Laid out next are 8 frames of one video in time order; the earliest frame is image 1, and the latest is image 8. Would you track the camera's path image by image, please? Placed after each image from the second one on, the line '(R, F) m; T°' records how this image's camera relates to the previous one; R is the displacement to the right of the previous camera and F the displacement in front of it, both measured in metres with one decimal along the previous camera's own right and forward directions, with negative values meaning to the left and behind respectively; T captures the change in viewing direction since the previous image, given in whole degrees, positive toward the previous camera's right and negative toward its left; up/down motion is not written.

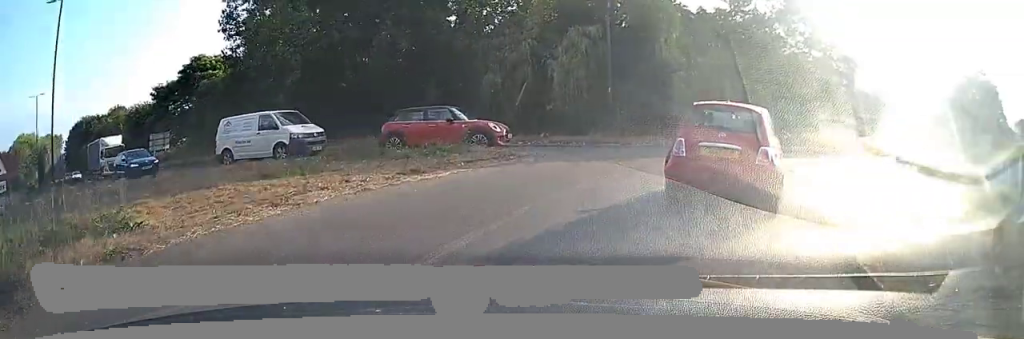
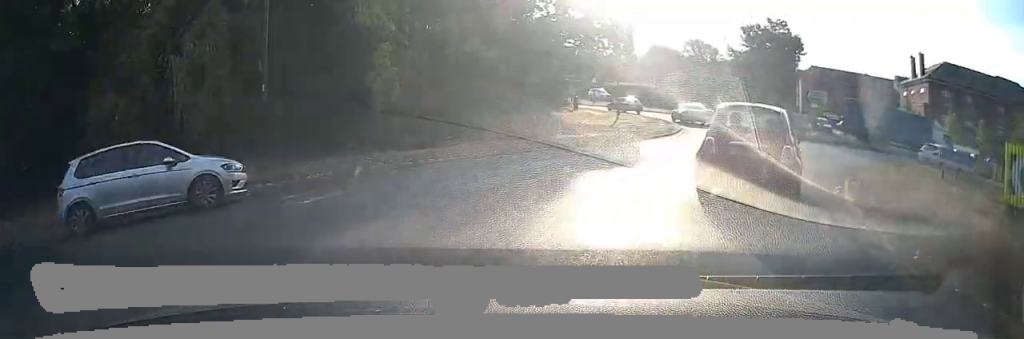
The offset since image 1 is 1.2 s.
(+3.3, +9.1) m; +29°
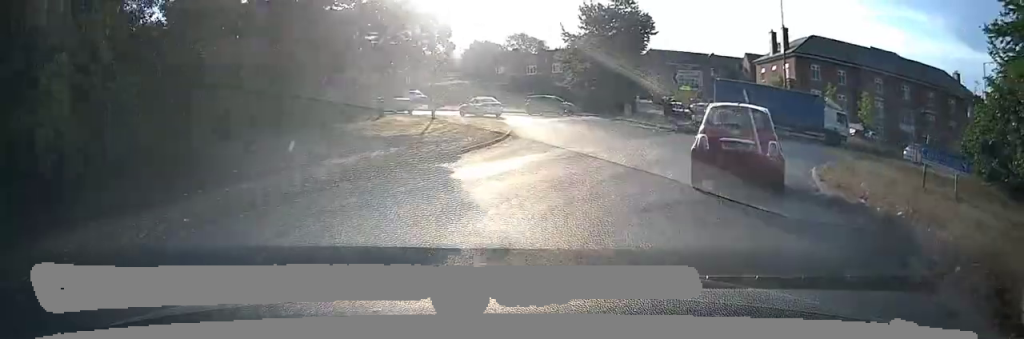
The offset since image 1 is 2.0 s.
(+0.5, +6.9) m; +5°
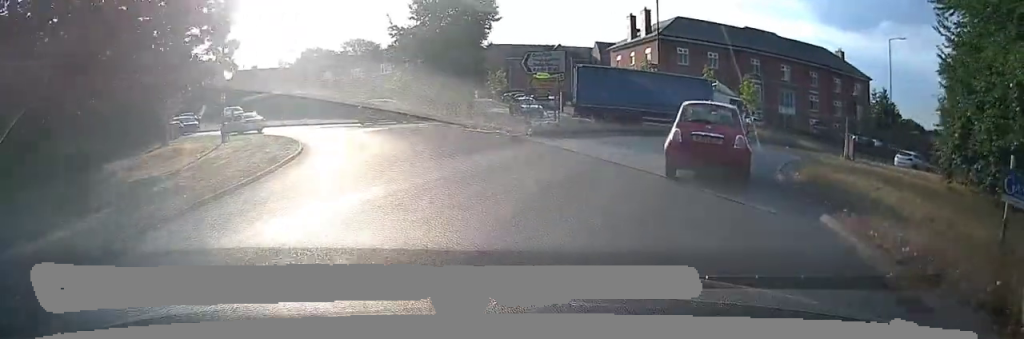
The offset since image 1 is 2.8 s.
(+0.1, +6.8) m; +10°
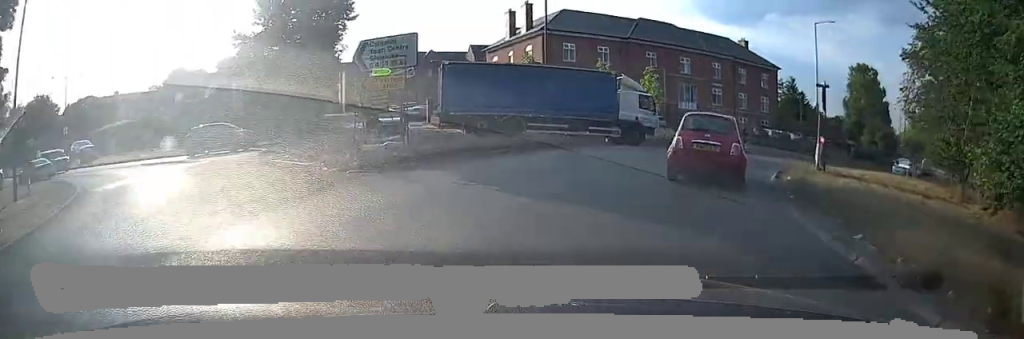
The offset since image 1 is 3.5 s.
(0.0, +6.0) m; +18°
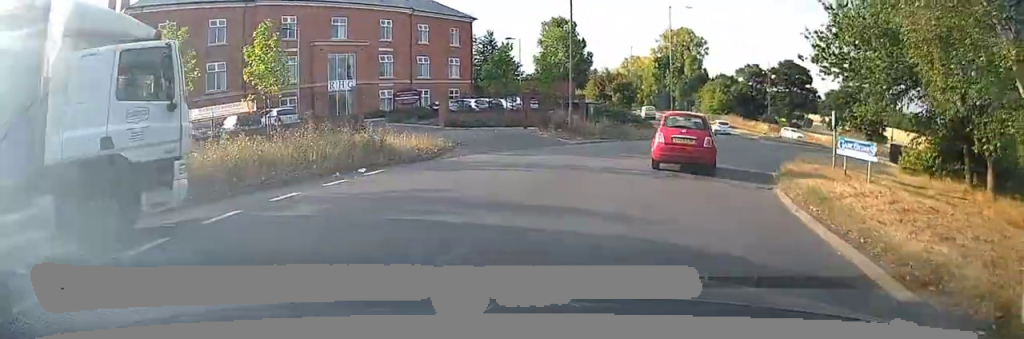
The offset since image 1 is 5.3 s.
(+7.8, +15.8) m; +43°
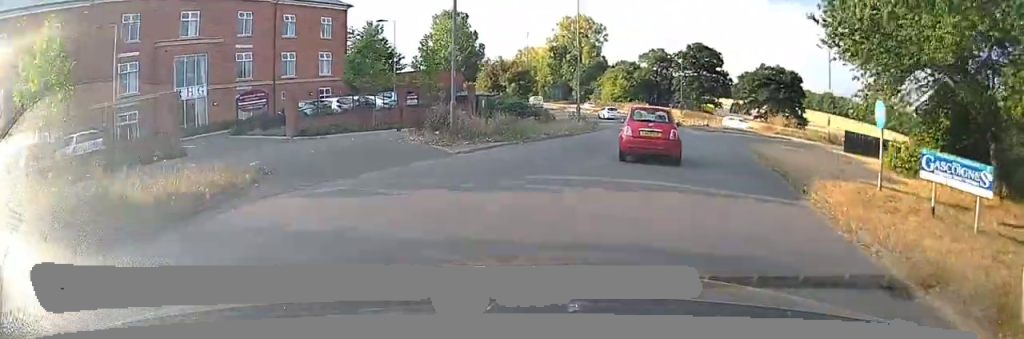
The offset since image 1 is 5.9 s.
(+0.9, +6.8) m; +11°
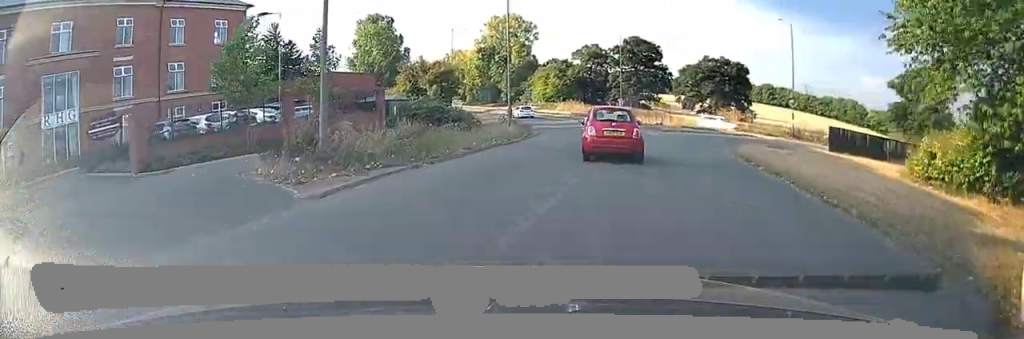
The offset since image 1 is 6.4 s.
(+0.1, +5.9) m; +9°
